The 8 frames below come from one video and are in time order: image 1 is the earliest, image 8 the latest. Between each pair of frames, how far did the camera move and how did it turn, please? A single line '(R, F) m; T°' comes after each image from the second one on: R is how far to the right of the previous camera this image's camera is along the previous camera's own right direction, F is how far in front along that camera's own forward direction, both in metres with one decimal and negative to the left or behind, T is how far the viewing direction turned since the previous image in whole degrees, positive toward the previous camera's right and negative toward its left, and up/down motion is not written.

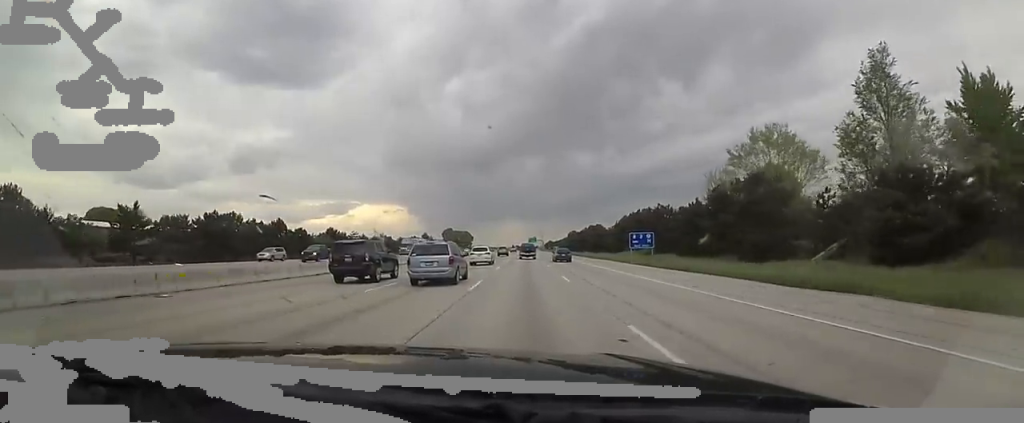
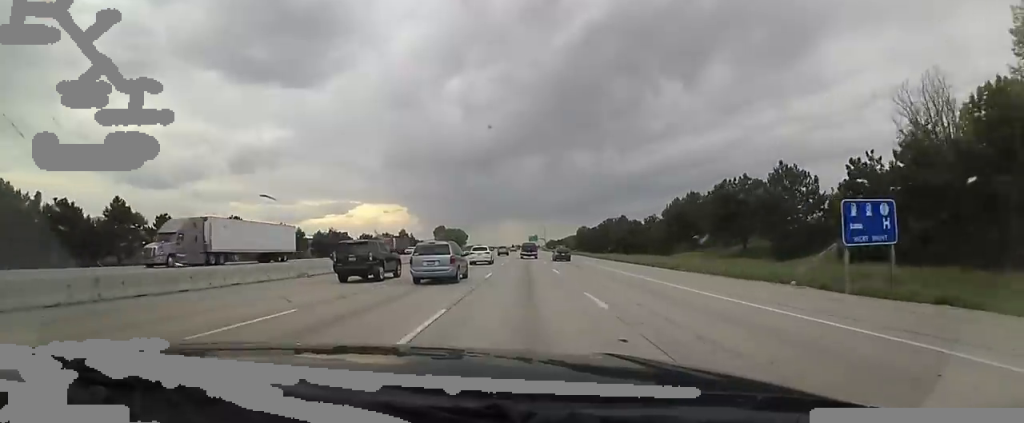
(0.0, +39.1) m; 0°
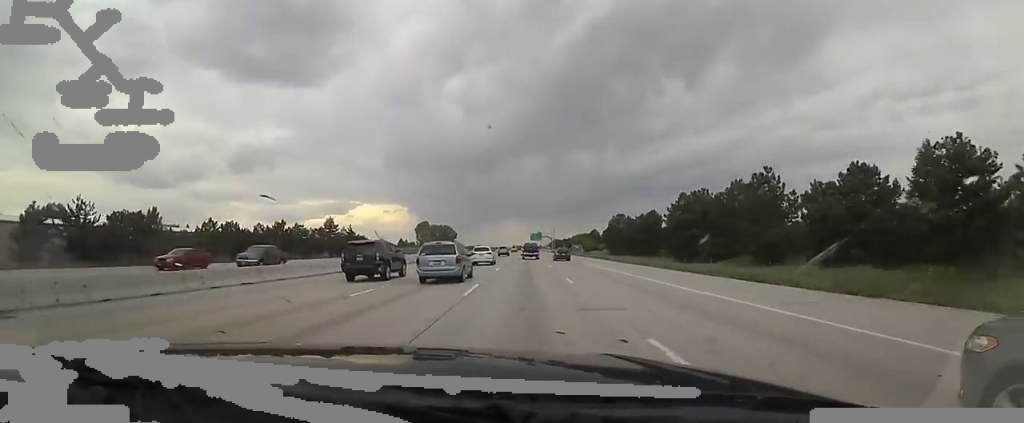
(0.0, +66.7) m; 0°
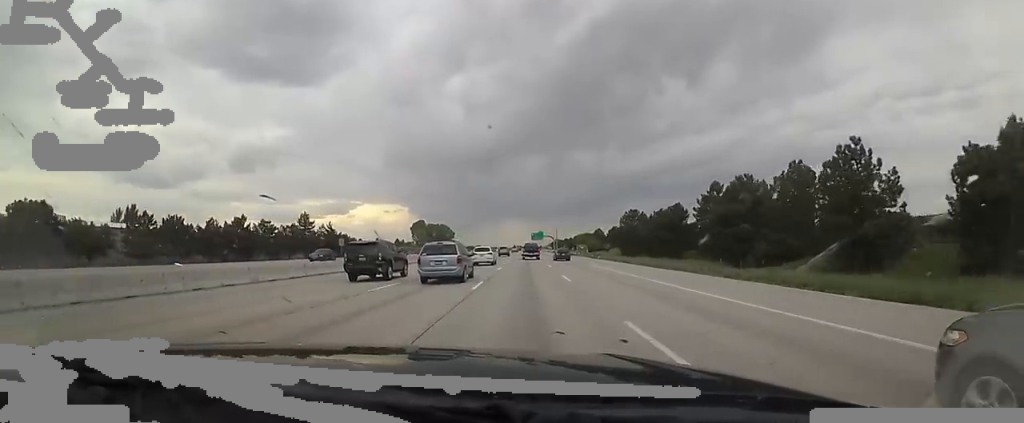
(0.0, +12.7) m; 0°
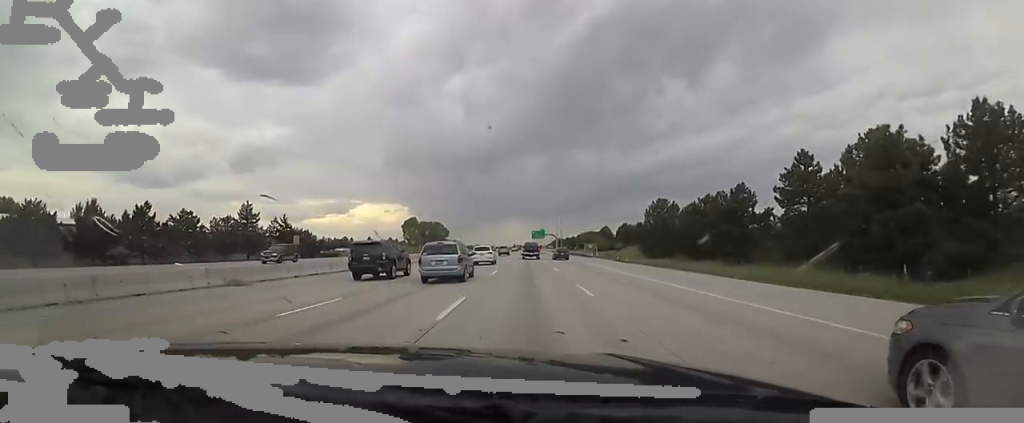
(0.0, +20.6) m; 0°
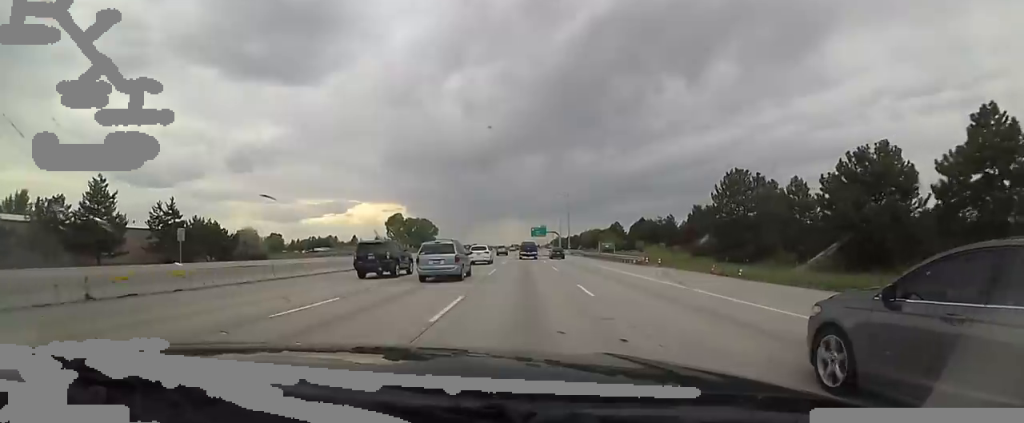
(0.0, +30.8) m; 0°
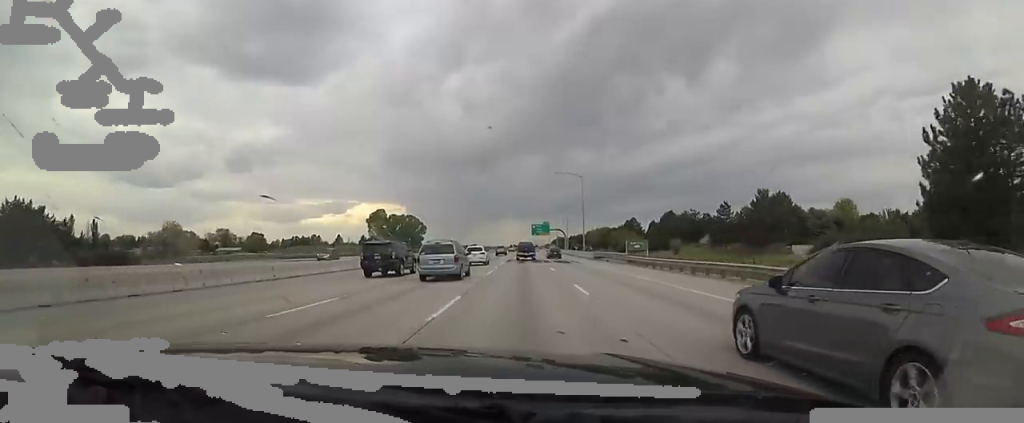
(0.0, +30.3) m; 0°
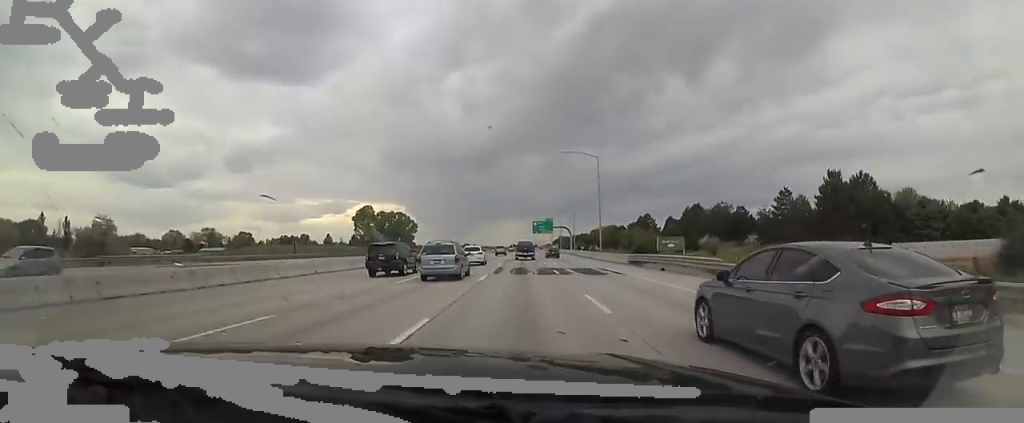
(0.0, +19.5) m; 0°
